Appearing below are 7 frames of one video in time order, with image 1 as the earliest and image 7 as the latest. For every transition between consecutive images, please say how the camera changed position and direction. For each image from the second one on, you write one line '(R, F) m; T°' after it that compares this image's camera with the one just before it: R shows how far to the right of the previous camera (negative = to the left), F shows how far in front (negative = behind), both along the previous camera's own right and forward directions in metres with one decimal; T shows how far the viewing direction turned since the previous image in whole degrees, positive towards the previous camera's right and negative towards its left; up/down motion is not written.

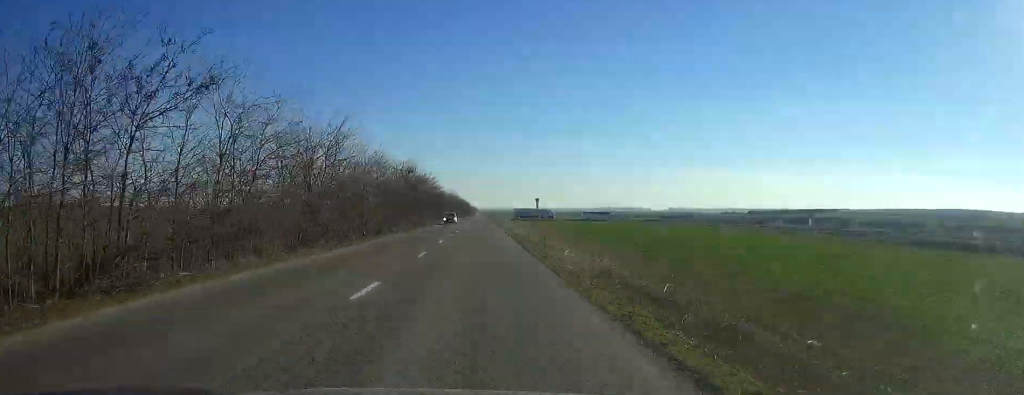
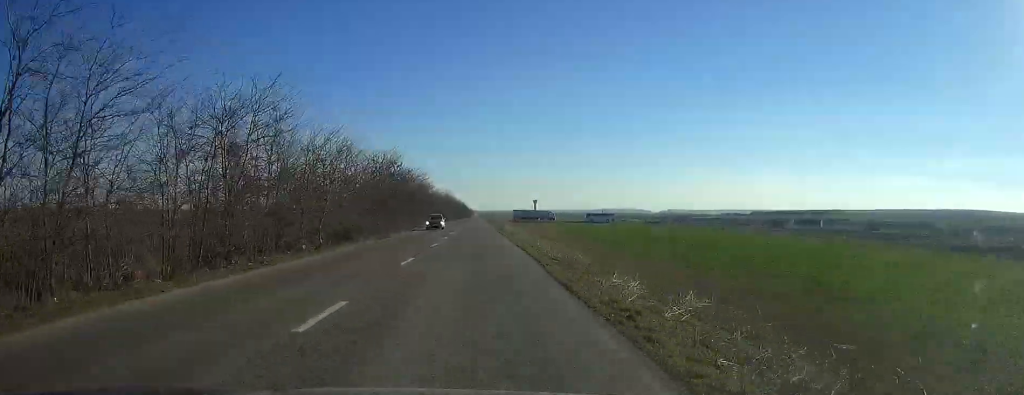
(+0.1, +15.2) m; 0°
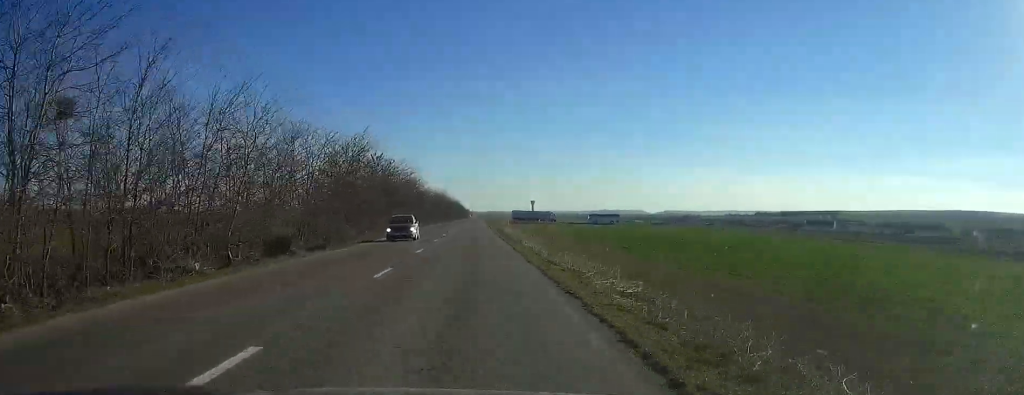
(0.0, +16.1) m; 0°
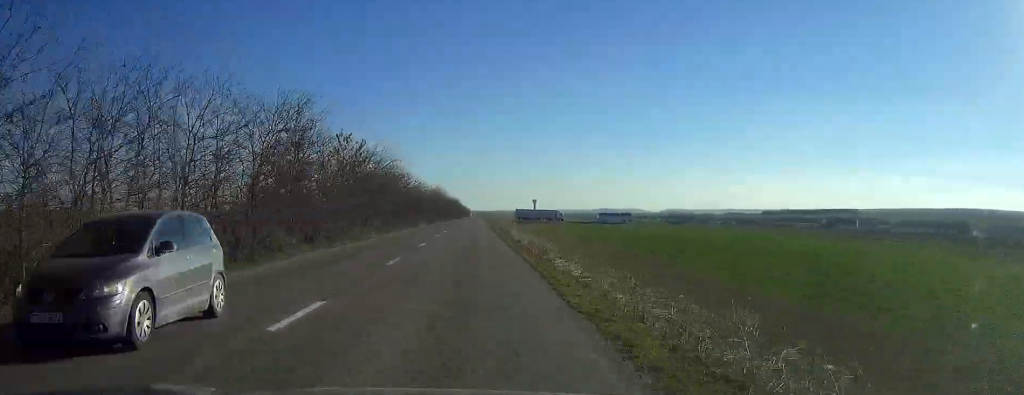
(0.0, +19.7) m; 0°
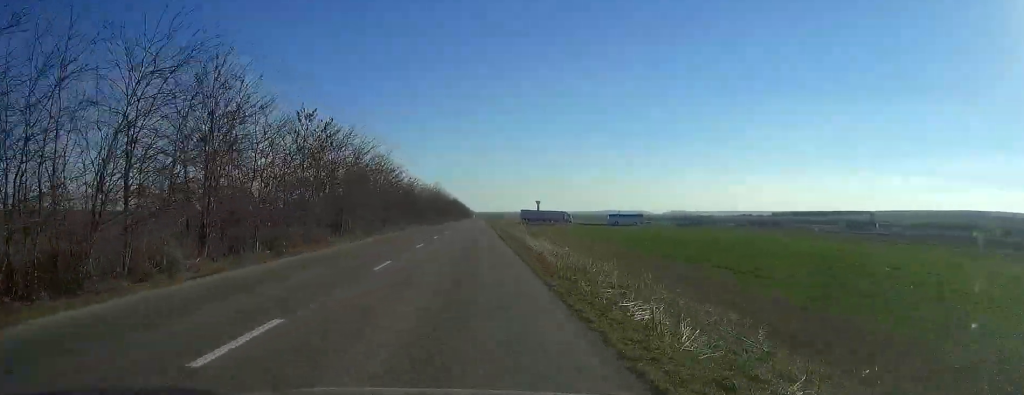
(-0.1, +14.3) m; 0°
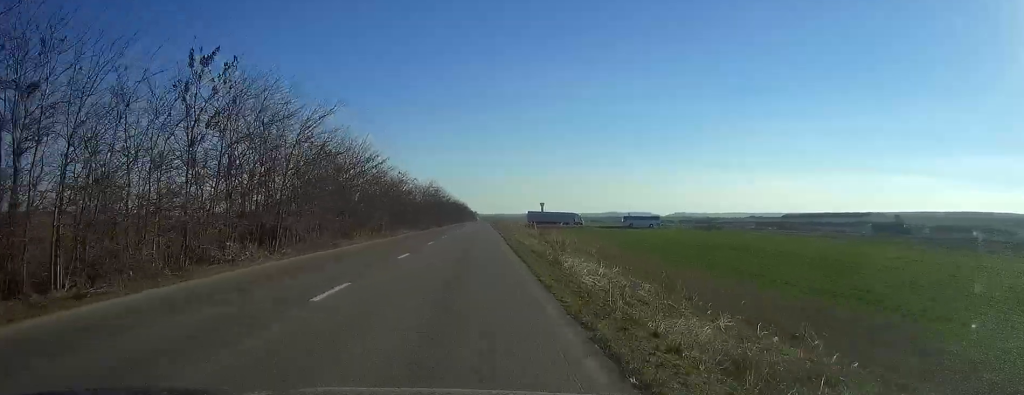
(0.0, +18.8) m; 0°
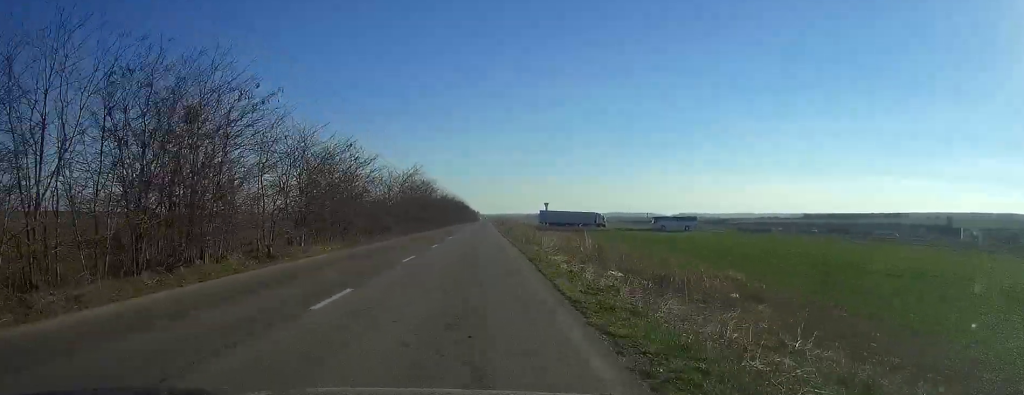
(-0.1, +36.6) m; 0°
